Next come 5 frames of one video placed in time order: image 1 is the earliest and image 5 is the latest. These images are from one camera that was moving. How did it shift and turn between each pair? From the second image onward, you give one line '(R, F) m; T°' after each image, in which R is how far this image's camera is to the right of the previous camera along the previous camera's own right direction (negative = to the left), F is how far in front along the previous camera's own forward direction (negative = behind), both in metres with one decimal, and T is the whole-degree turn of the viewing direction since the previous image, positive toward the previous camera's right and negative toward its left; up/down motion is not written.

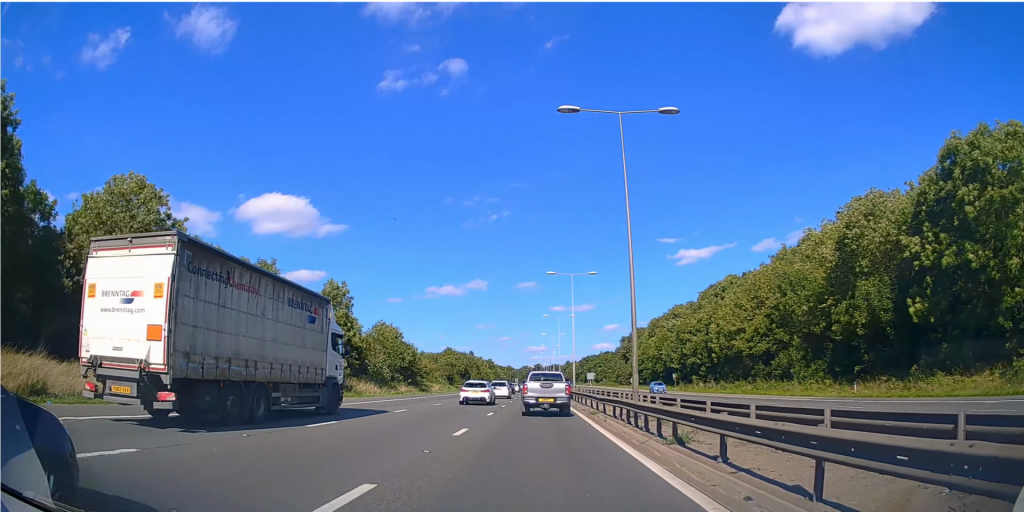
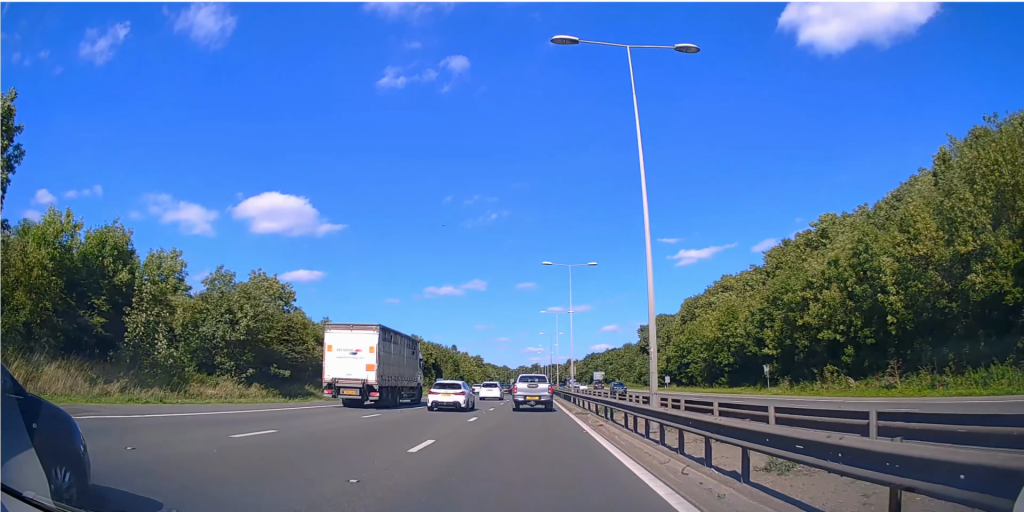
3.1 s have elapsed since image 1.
(+0.3, +37.9) m; +1°
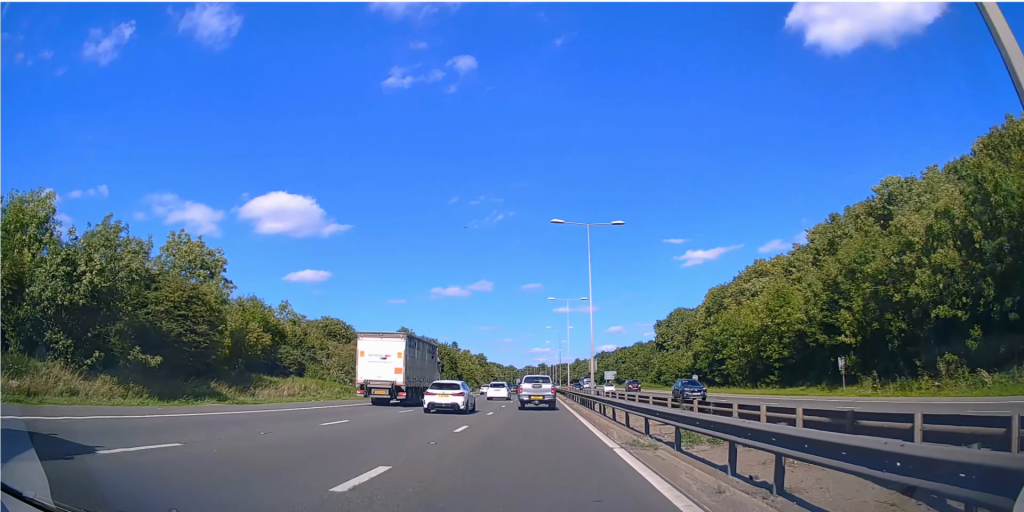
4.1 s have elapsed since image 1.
(0.0, +13.4) m; 0°
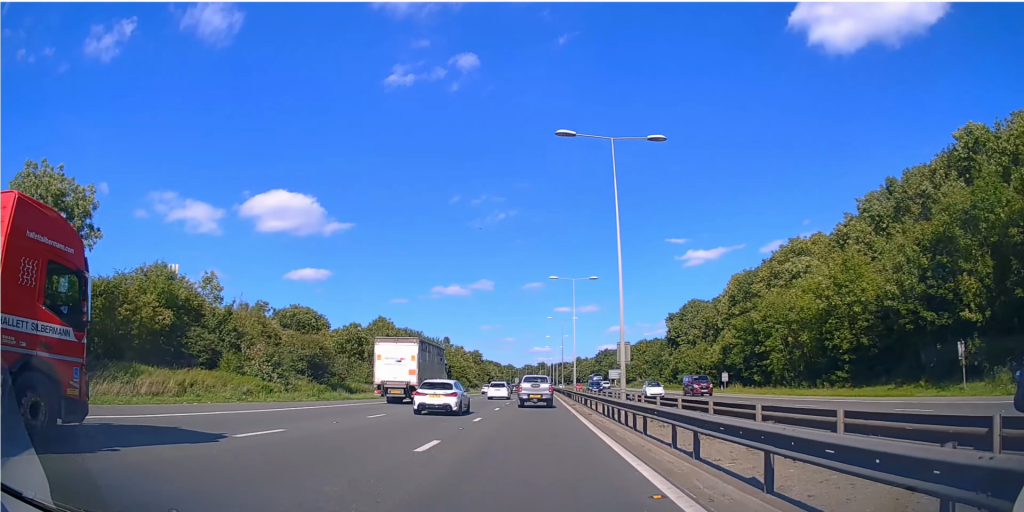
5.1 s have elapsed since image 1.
(0.0, +14.4) m; 0°
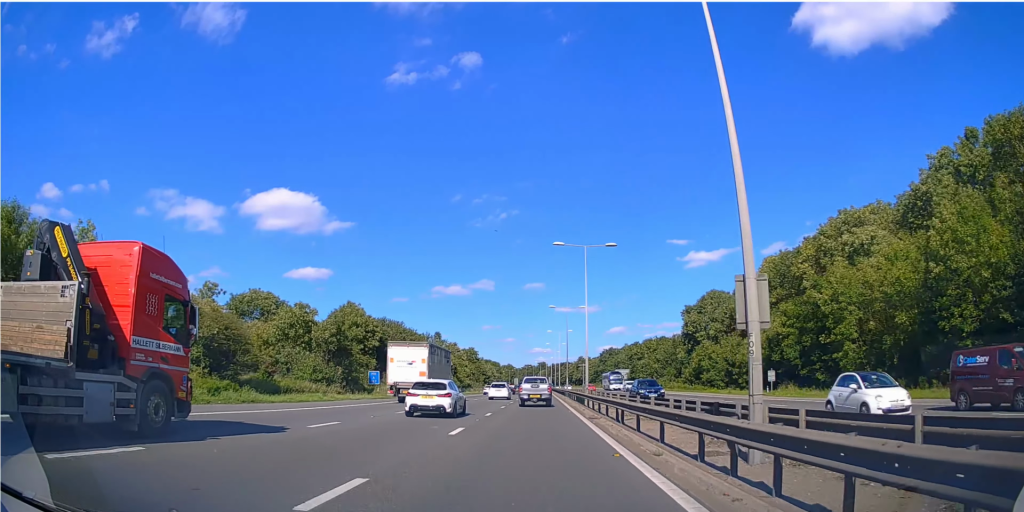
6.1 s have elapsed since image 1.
(0.0, +15.9) m; 0°
